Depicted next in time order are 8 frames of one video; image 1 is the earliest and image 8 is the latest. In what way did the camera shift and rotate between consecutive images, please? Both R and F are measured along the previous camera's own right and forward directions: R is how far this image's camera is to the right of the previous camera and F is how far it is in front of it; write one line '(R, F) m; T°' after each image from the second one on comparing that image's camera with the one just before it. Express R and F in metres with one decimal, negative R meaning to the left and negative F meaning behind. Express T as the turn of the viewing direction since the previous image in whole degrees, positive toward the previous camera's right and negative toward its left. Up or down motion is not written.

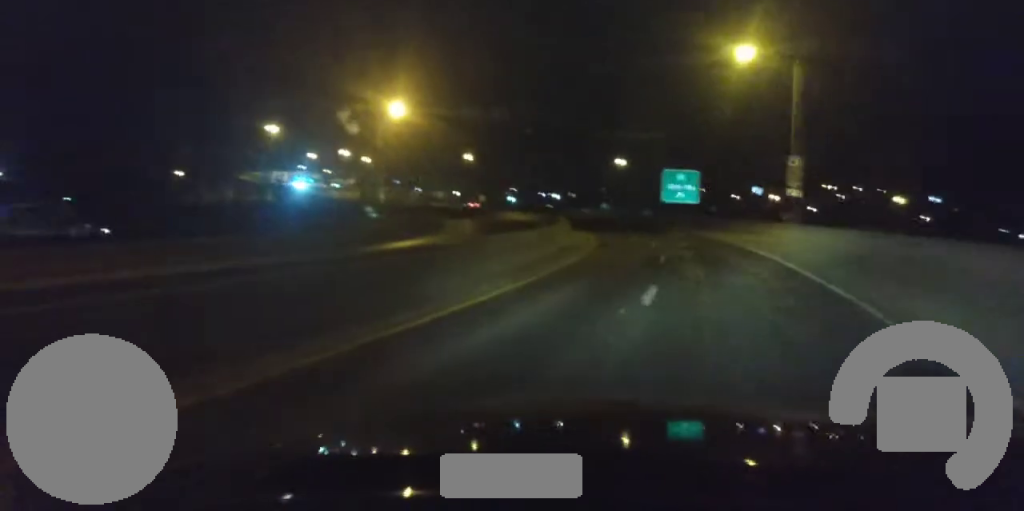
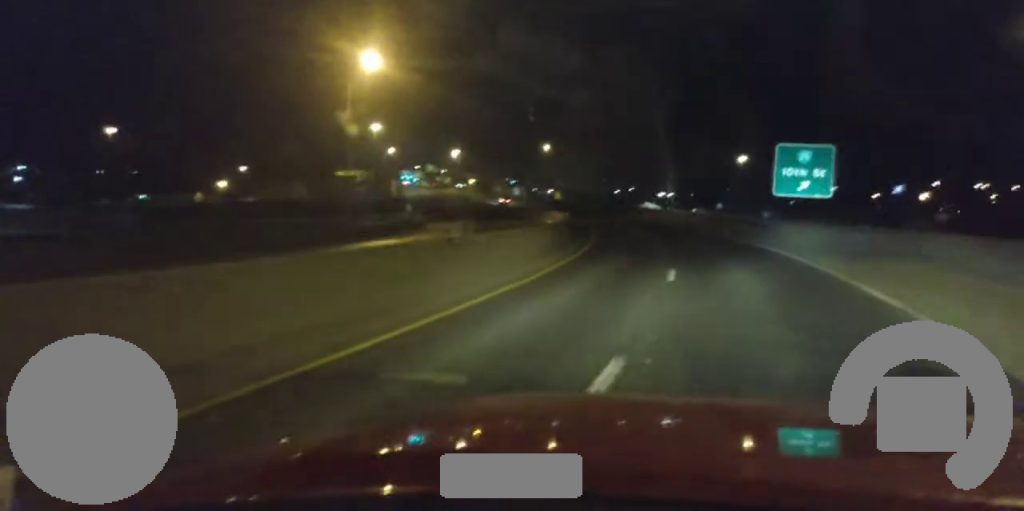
(-3.3, +34.1) m; -9°
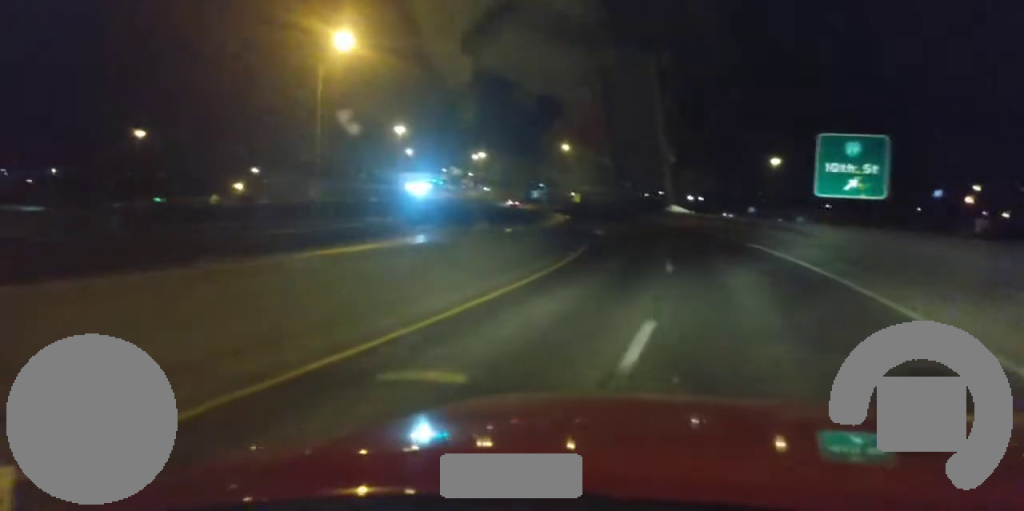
(0.0, +9.6) m; -2°
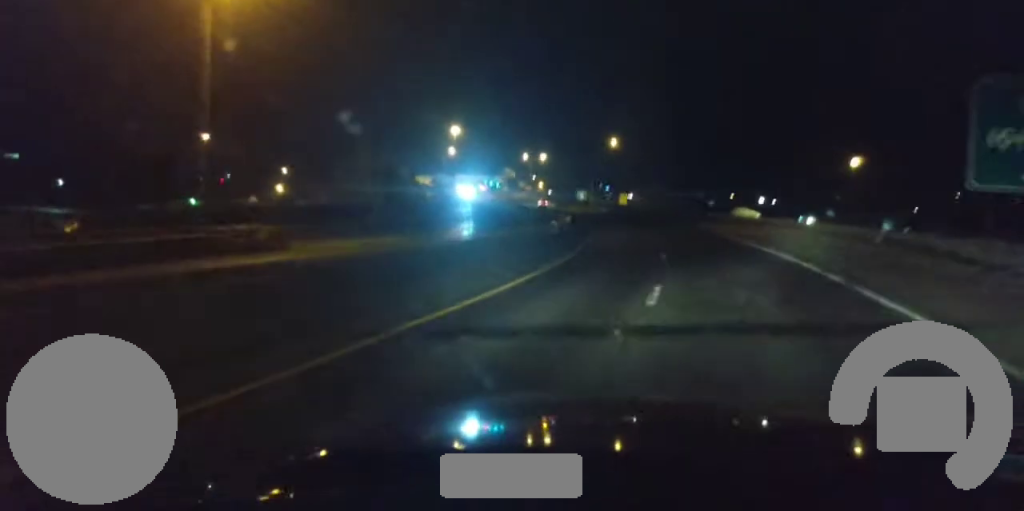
(-1.0, +19.9) m; -5°
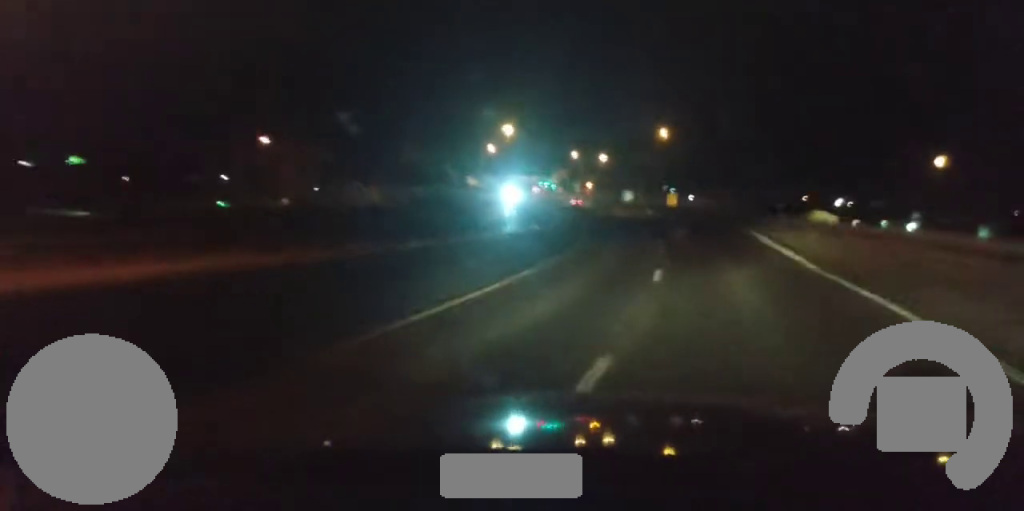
(-0.9, +20.6) m; -5°
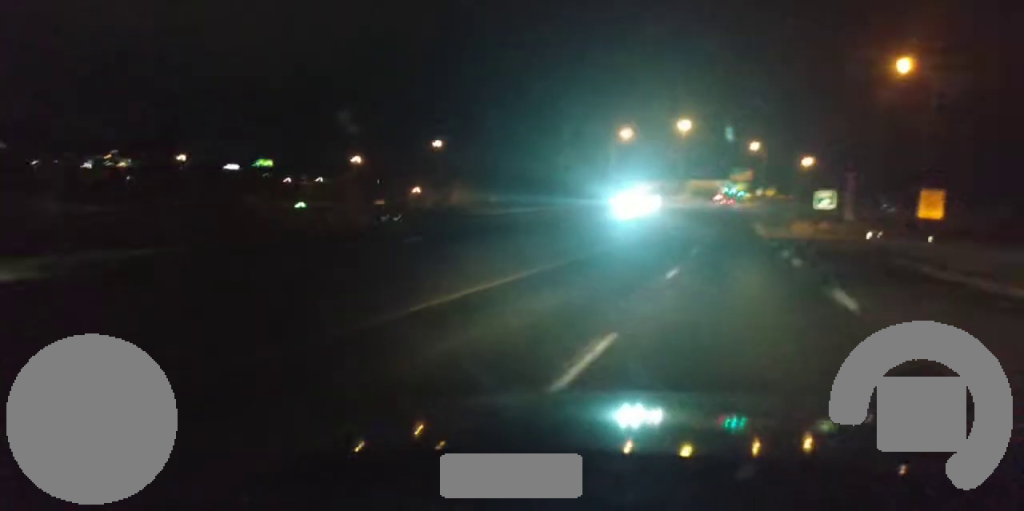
(-6.8, +60.6) m; -12°
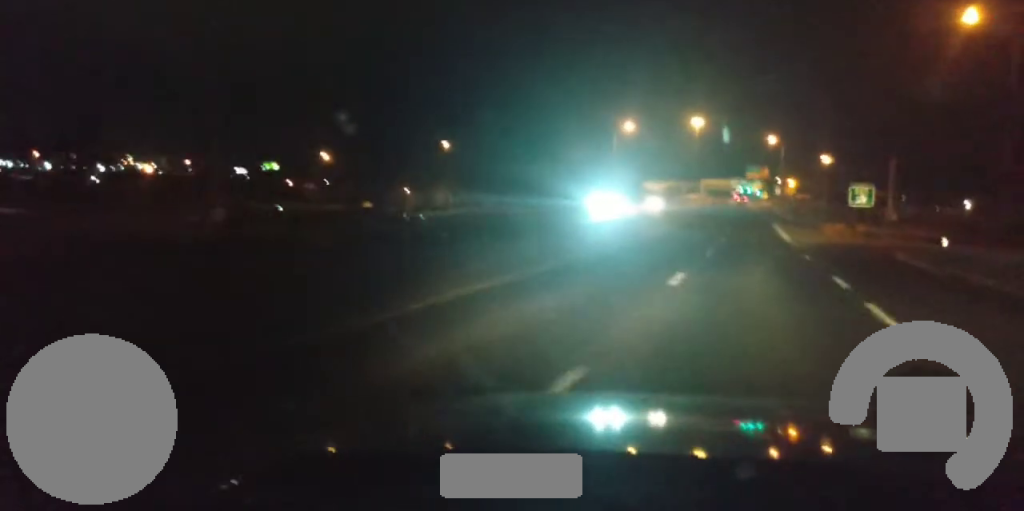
(-0.5, +14.8) m; -2°
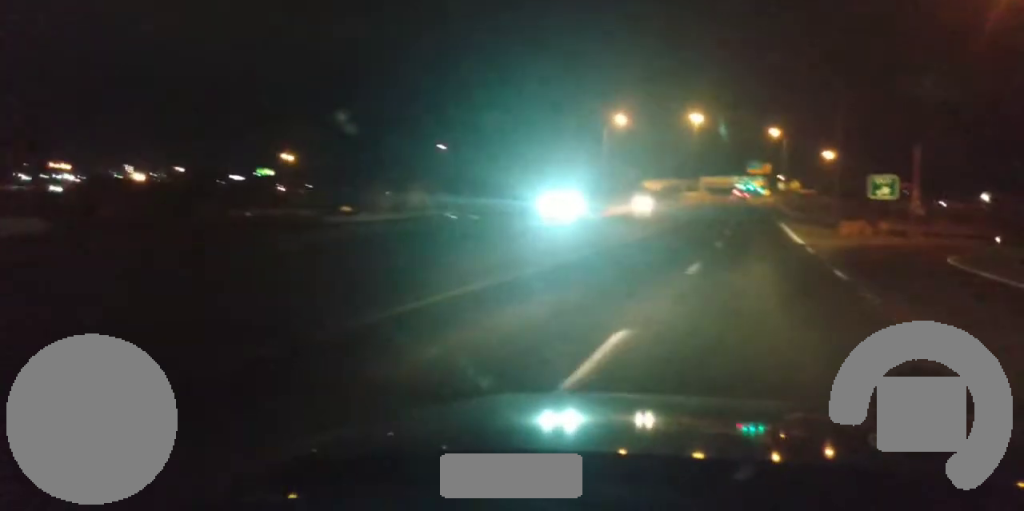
(-0.1, +10.2) m; -1°
